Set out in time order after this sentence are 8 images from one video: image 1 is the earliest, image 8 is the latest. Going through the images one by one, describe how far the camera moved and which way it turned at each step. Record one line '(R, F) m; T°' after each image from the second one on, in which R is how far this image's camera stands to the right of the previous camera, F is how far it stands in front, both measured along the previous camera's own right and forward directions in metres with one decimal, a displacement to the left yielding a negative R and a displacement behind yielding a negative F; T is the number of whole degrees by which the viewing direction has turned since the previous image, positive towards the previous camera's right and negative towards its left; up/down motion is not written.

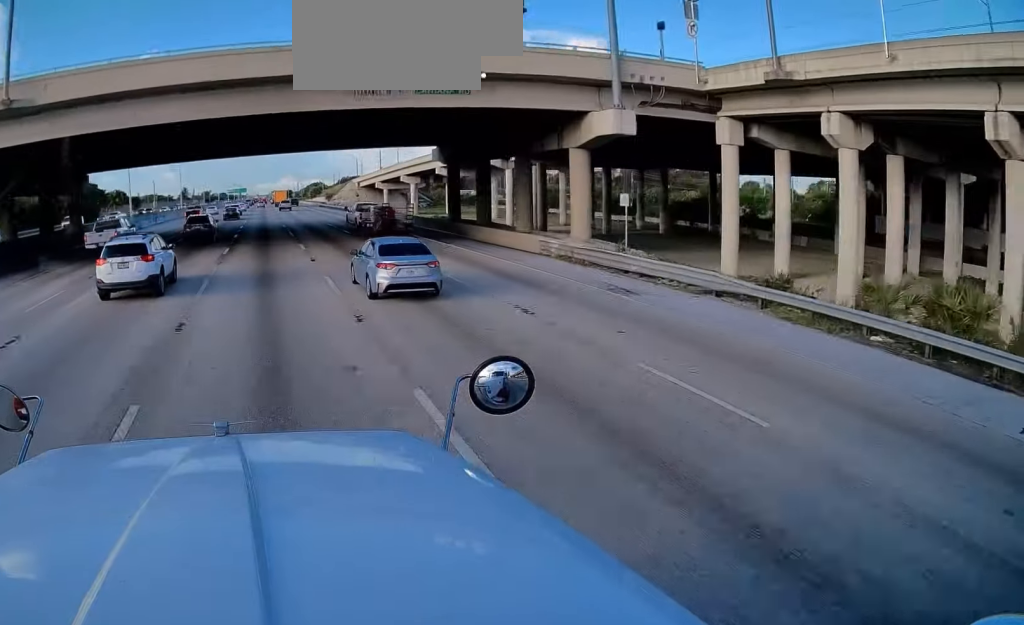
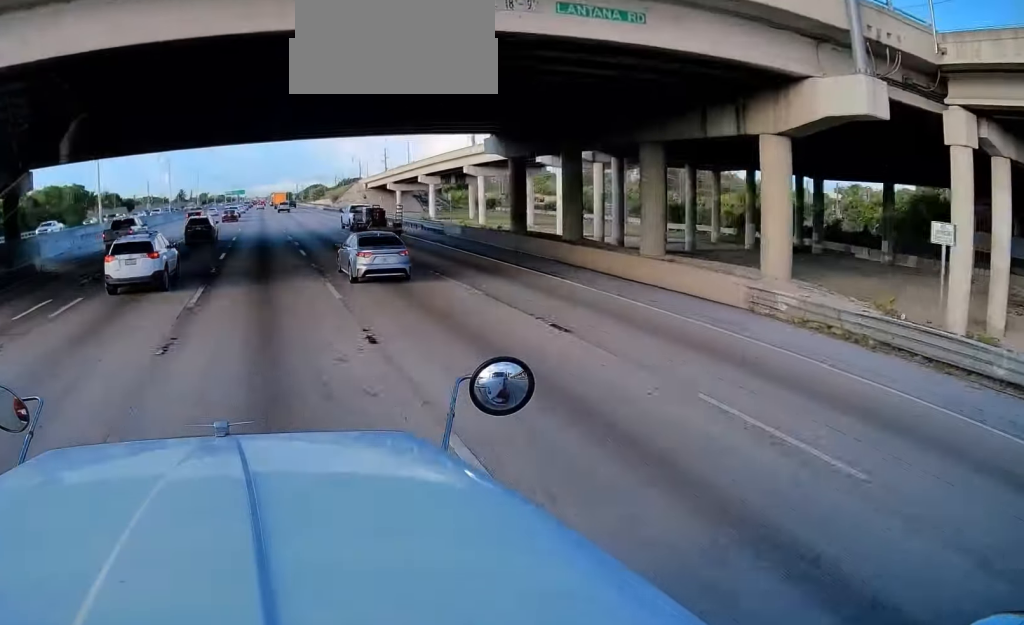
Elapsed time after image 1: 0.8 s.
(0.0, +14.4) m; 0°
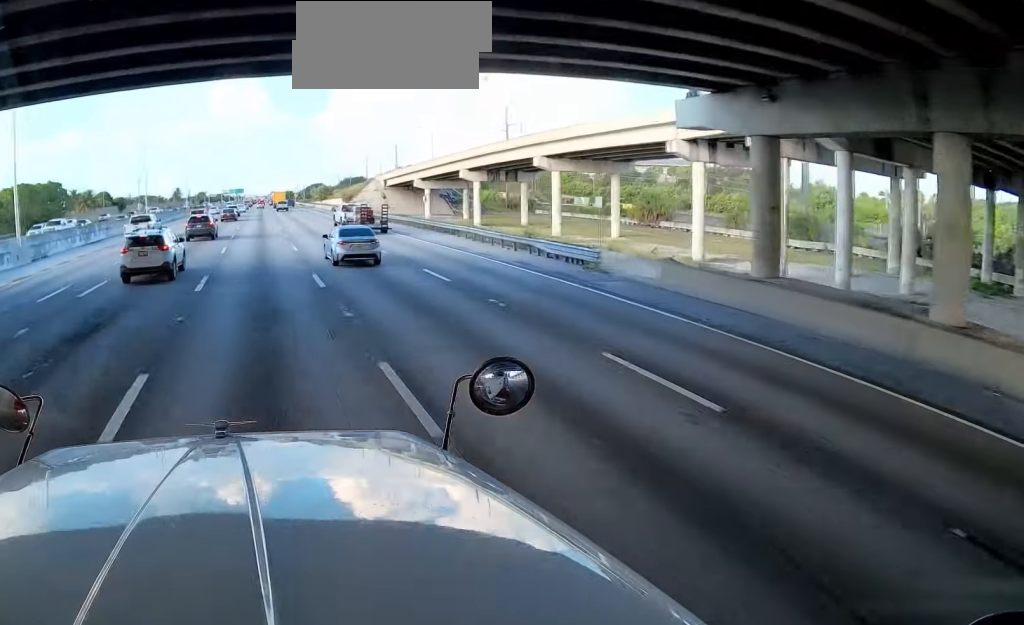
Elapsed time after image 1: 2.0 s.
(-0.1, +22.1) m; -1°
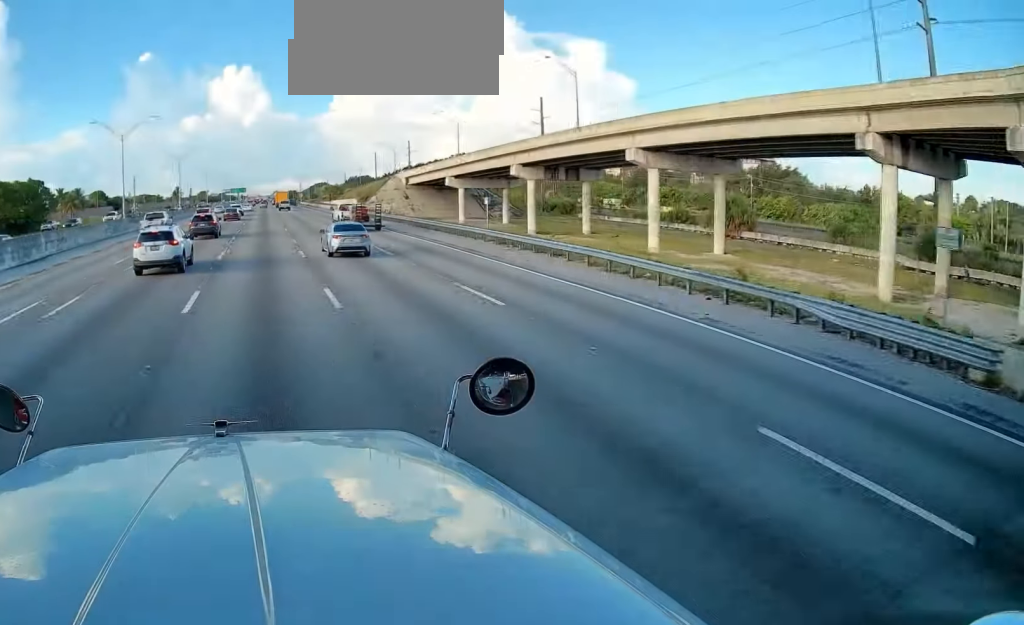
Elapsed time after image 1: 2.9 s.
(-0.1, +16.4) m; 0°
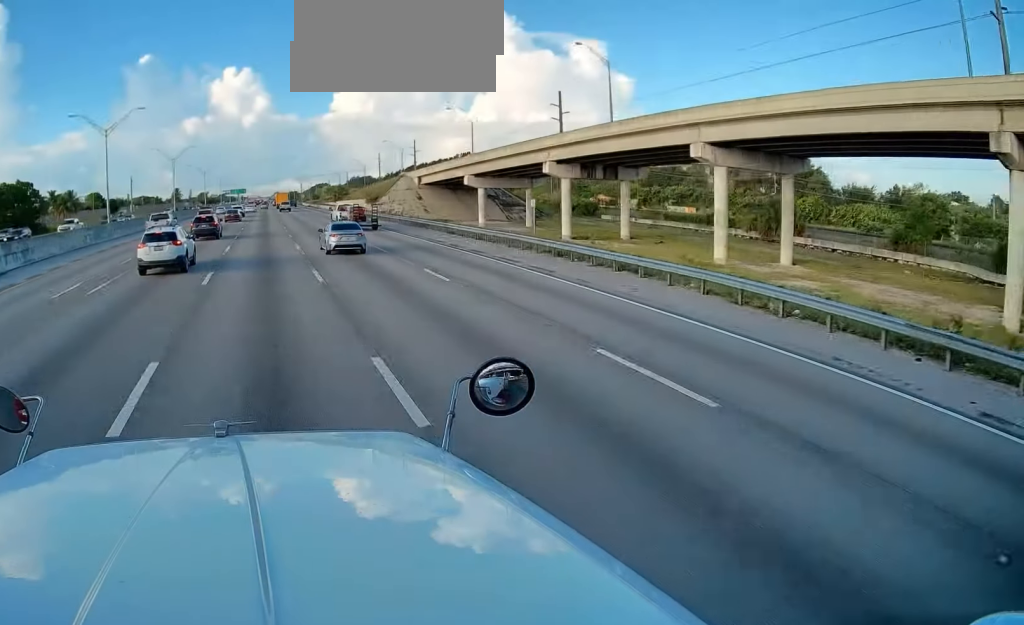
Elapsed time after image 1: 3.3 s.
(0.0, +7.9) m; 0°
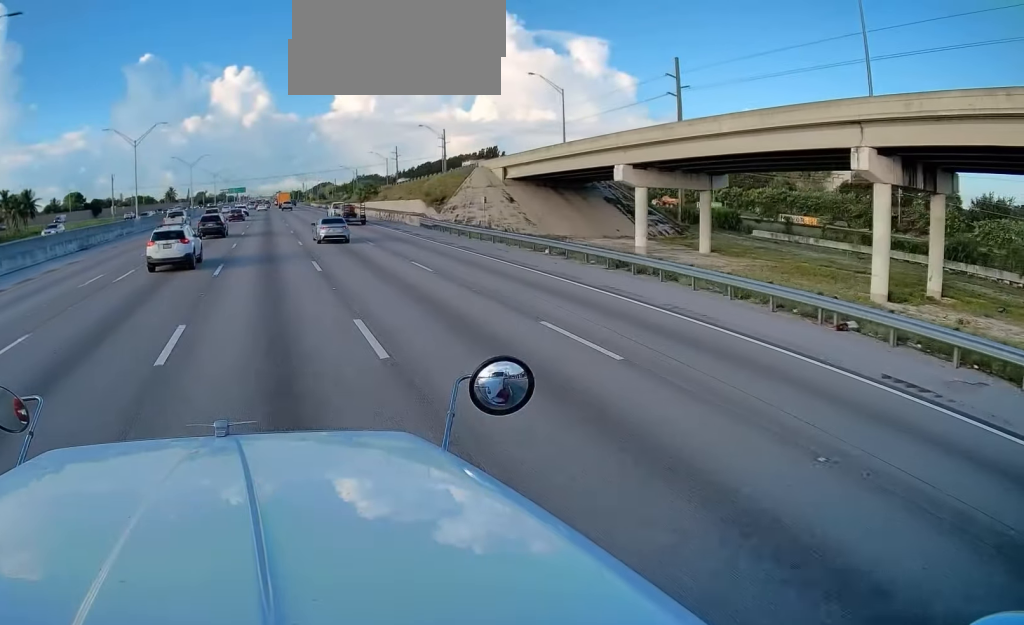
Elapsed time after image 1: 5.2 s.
(0.0, +35.0) m; +1°
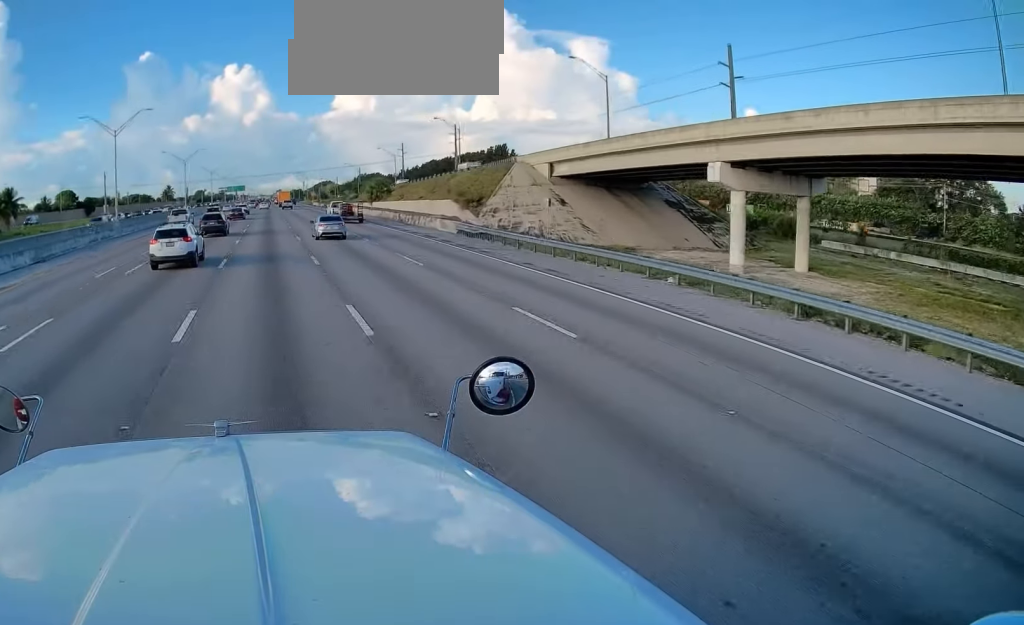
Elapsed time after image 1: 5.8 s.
(+0.1, +10.6) m; +1°
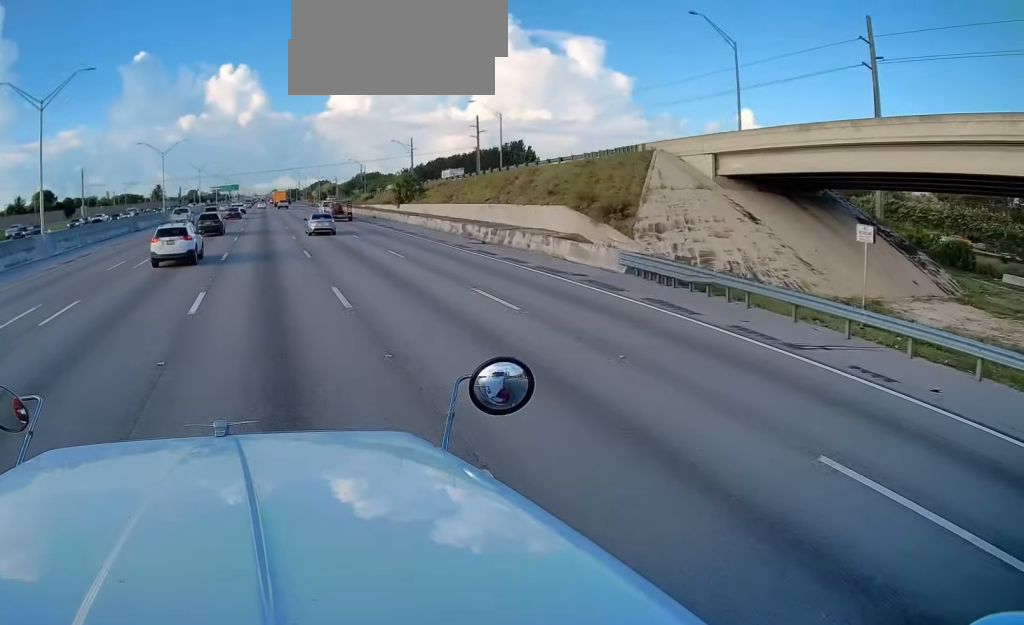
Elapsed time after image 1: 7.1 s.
(+0.3, +21.5) m; +1°
